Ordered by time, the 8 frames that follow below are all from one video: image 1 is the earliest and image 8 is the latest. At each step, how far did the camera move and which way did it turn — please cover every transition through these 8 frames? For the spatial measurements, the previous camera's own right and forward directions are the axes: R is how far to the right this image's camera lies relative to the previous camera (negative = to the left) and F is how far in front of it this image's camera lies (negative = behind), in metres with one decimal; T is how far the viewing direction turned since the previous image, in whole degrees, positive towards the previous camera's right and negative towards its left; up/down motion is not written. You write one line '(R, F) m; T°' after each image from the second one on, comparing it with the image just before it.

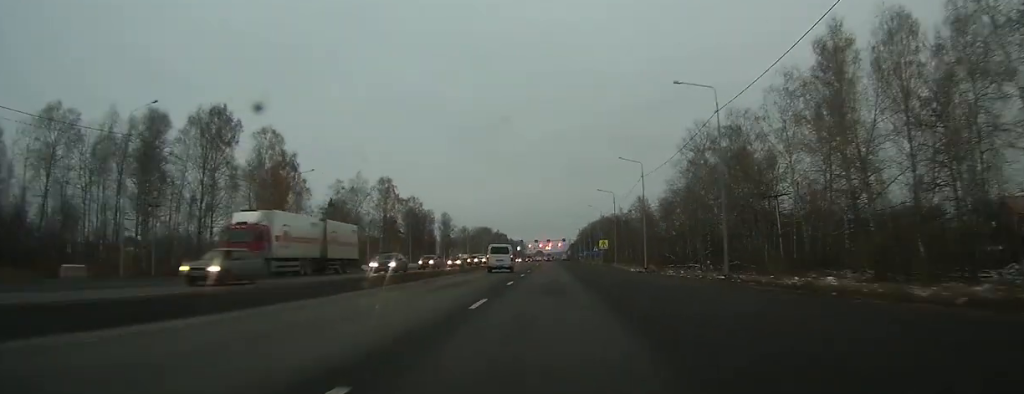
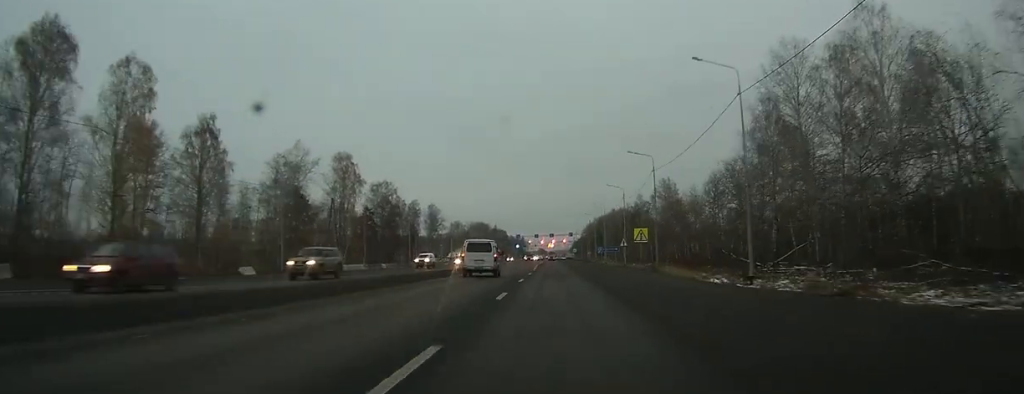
(+0.2, +32.4) m; 0°
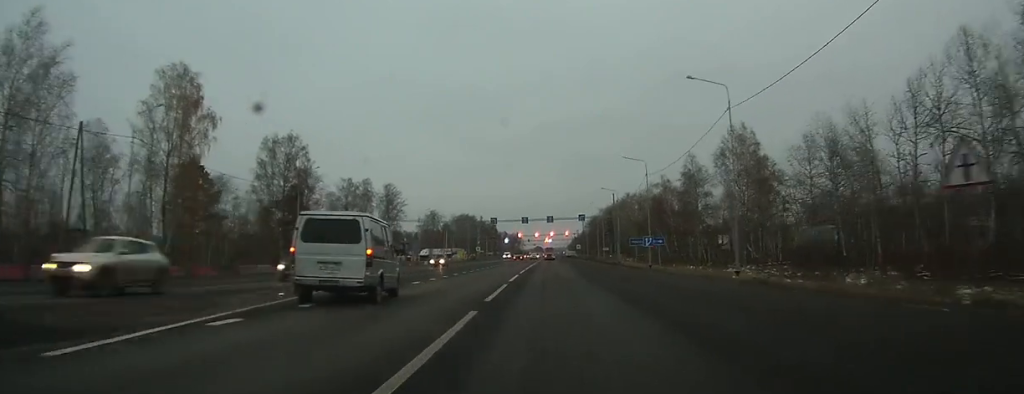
(-0.9, +55.0) m; -1°
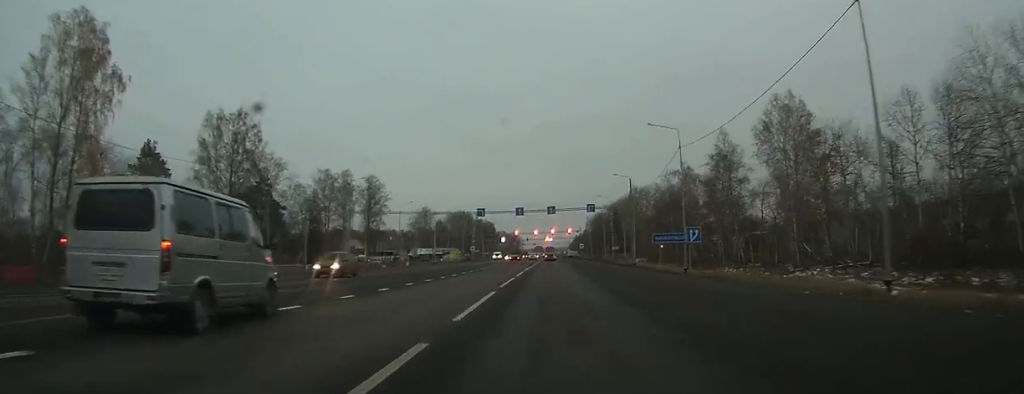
(0.0, +17.2) m; 0°
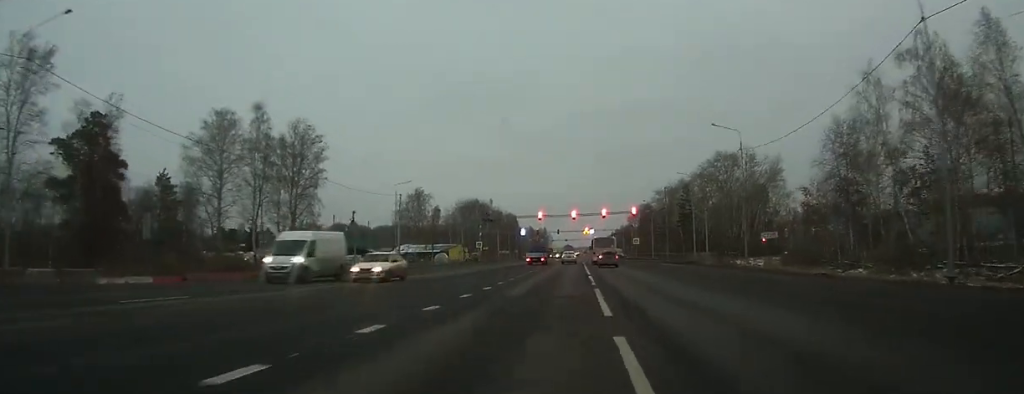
(-0.4, +59.4) m; -2°
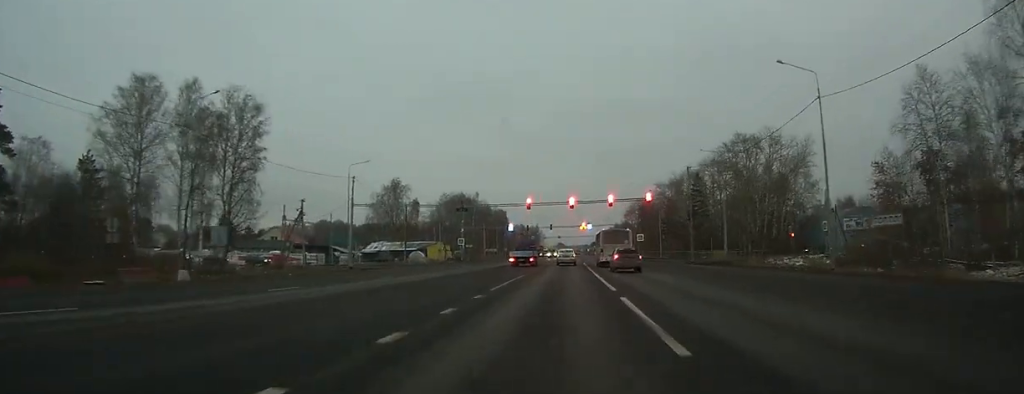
(-0.3, +16.2) m; -1°
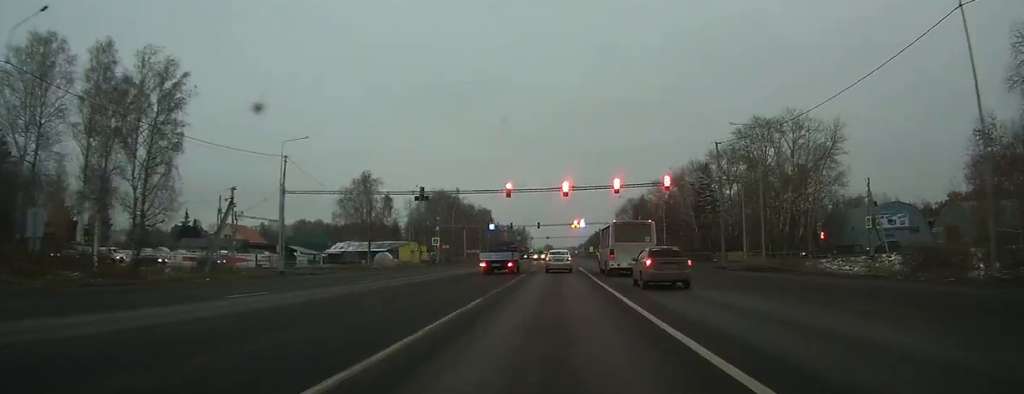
(-0.1, +14.6) m; 0°
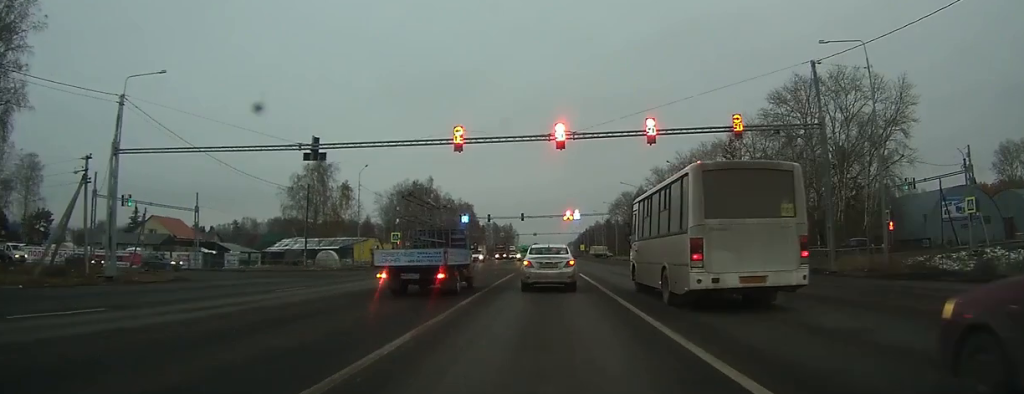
(+0.2, +21.7) m; +2°
